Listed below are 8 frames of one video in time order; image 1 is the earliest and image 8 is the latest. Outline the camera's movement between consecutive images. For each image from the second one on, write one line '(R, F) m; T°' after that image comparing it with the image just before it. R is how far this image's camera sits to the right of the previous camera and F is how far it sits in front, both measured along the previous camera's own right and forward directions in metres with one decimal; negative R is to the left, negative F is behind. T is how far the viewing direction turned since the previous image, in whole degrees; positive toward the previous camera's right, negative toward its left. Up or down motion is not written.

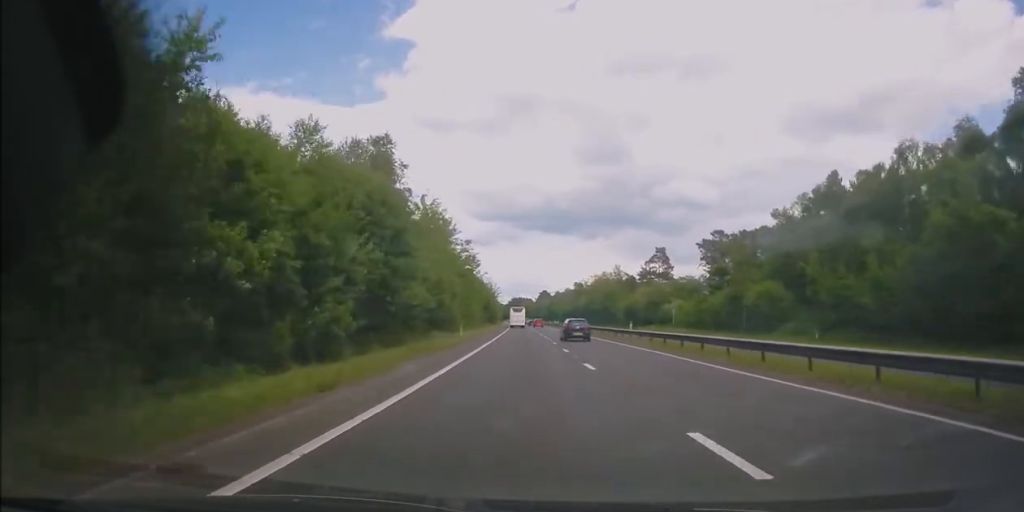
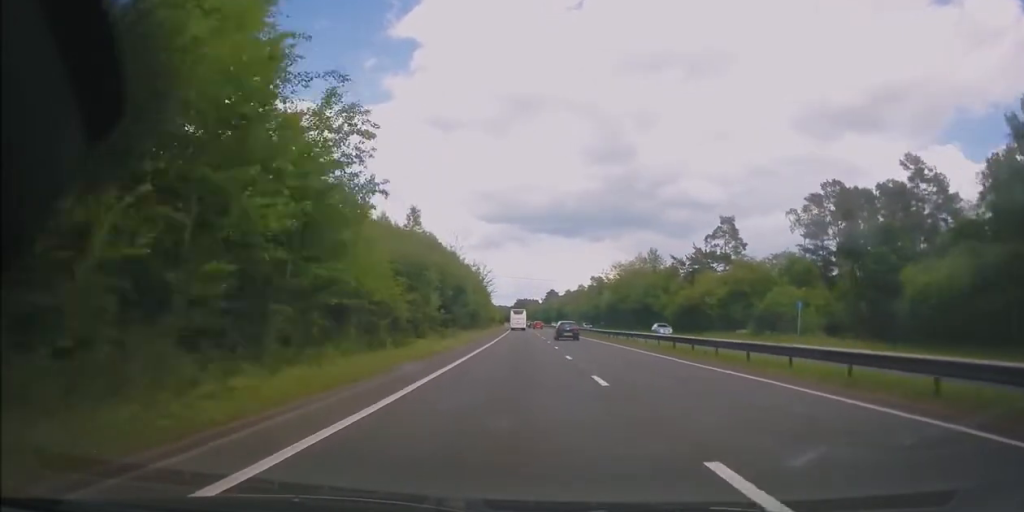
(-0.3, +40.4) m; 0°
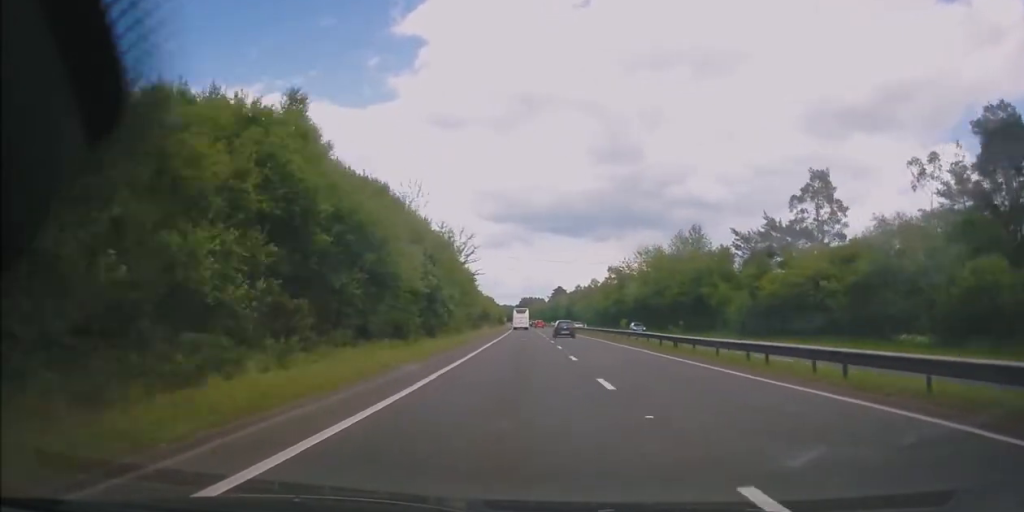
(0.0, +28.6) m; 0°
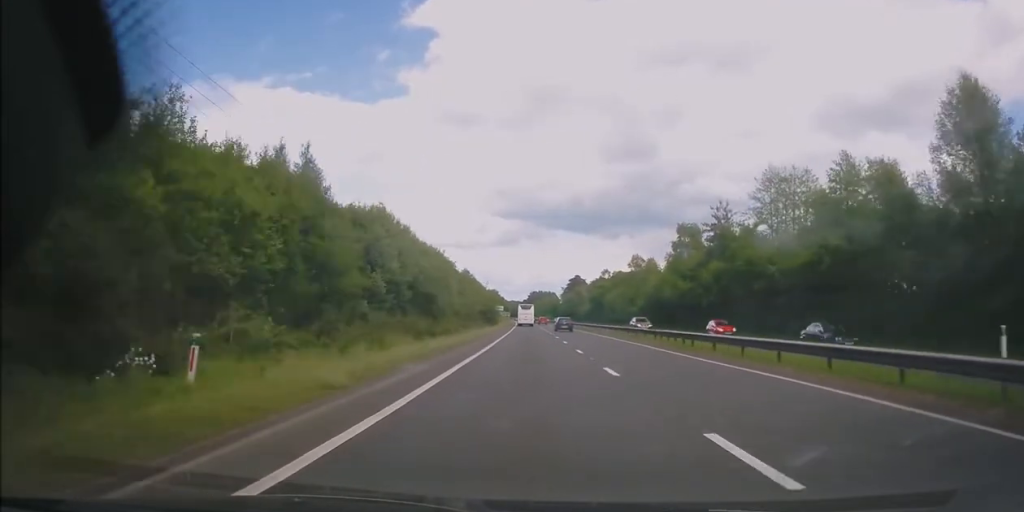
(-0.2, +62.7) m; -1°
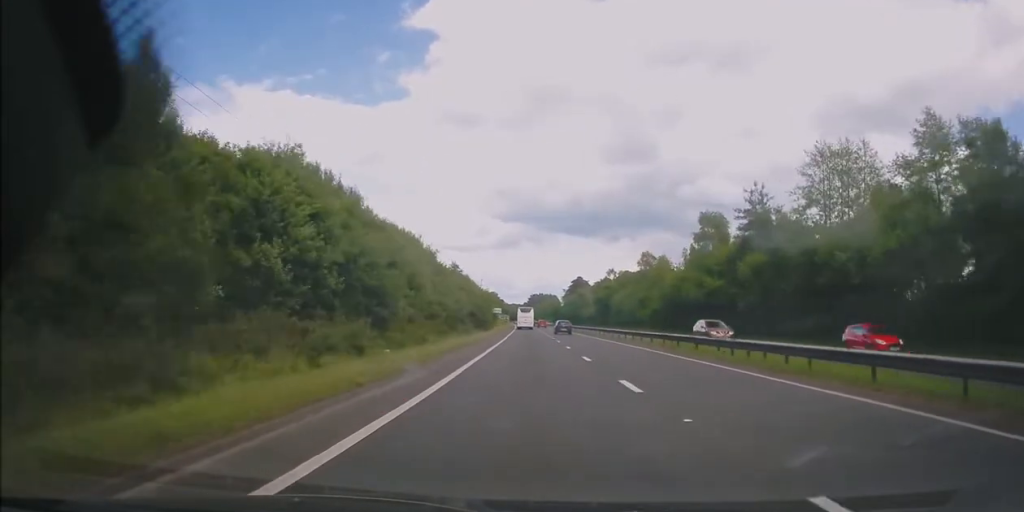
(-0.2, +11.6) m; 0°
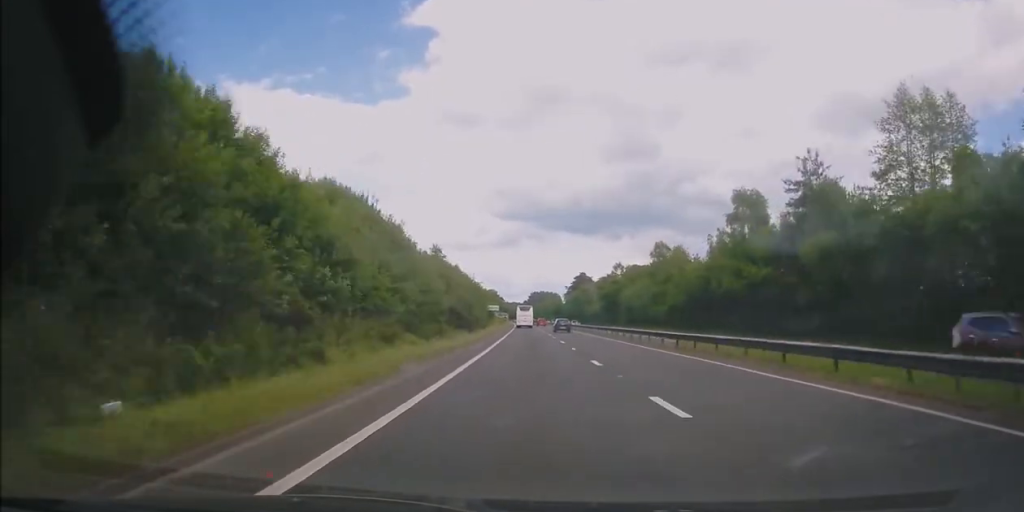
(-0.2, +12.5) m; 0°
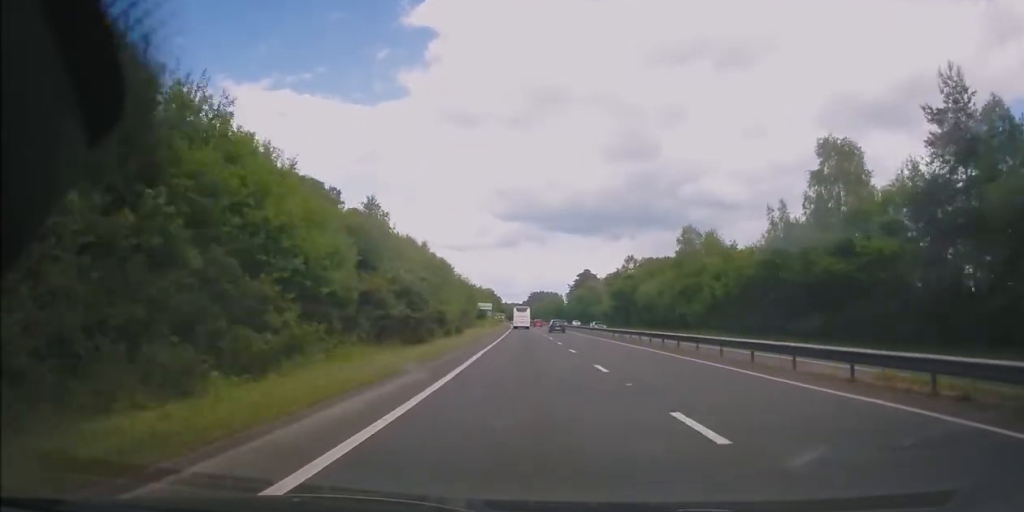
(+0.1, +19.1) m; 0°
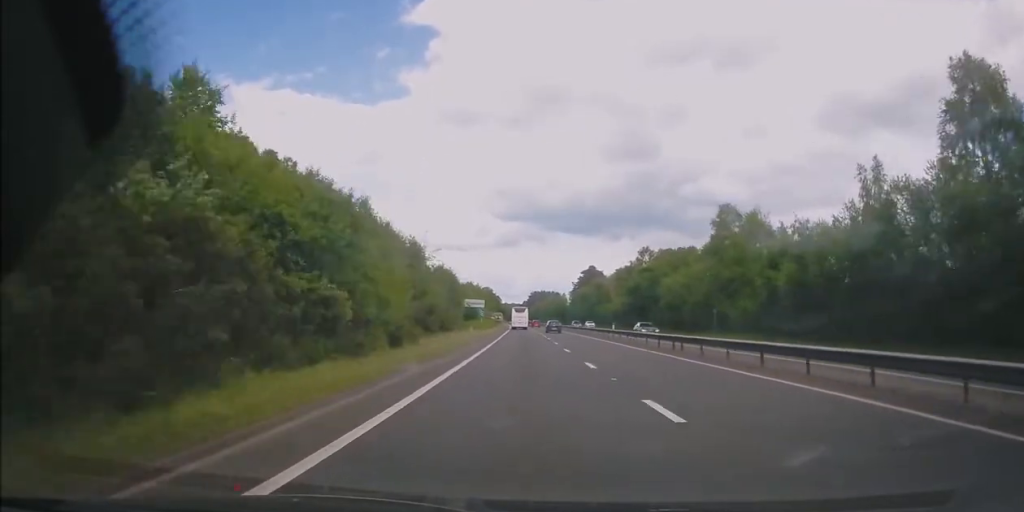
(+0.1, +17.1) m; 0°
